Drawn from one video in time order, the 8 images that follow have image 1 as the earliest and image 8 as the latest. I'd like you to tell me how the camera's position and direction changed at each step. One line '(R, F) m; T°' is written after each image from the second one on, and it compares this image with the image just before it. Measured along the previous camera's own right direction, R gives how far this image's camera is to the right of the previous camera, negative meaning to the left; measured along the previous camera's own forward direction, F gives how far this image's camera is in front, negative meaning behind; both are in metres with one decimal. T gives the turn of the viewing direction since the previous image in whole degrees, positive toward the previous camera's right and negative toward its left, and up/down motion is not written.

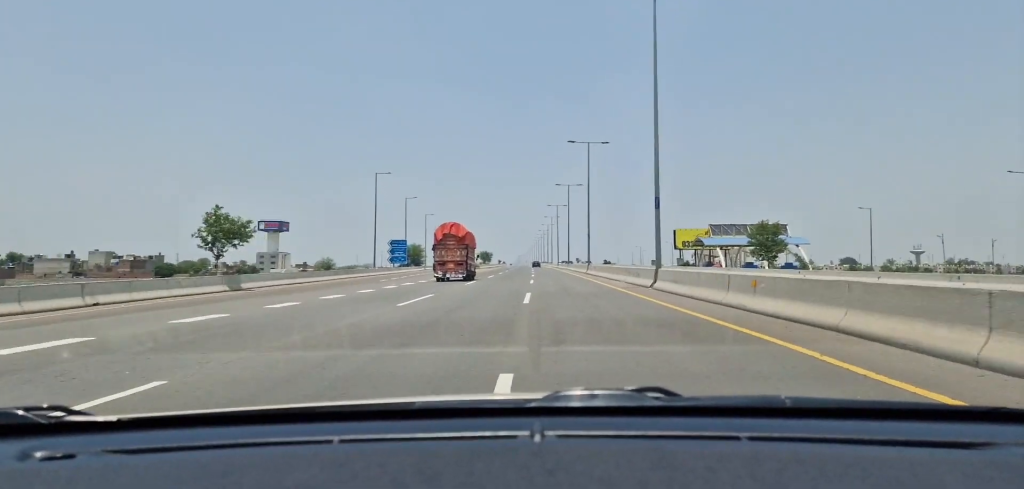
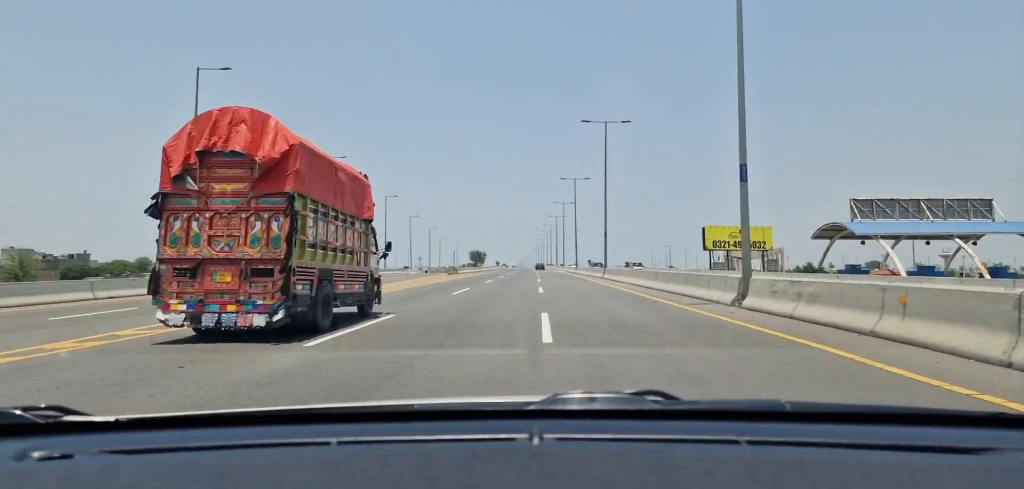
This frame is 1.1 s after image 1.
(-0.1, +46.0) m; 0°
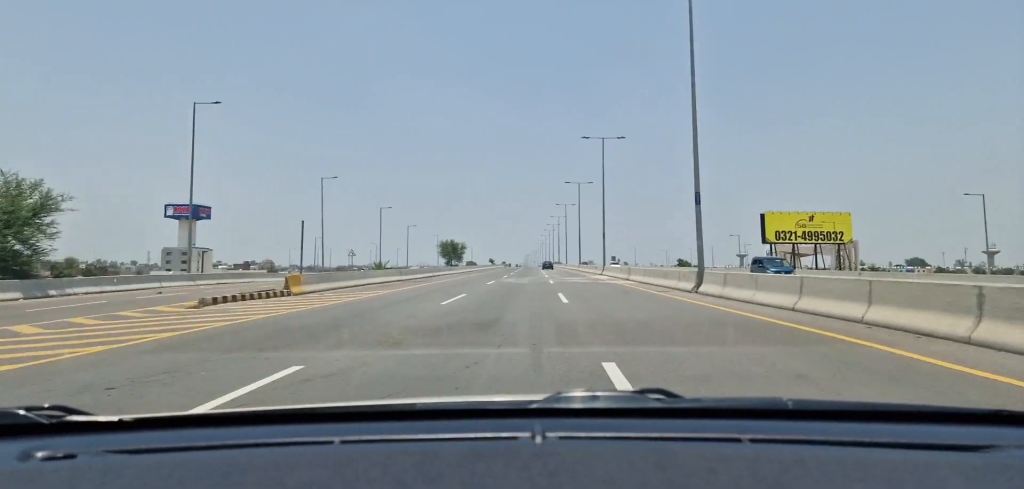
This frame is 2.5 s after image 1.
(-0.3, +61.7) m; -1°
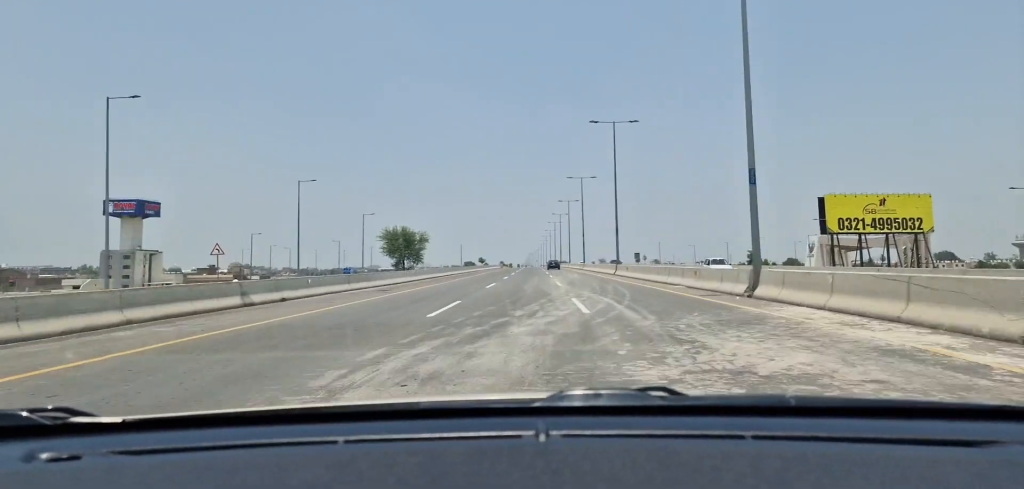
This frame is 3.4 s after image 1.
(-0.1, +40.6) m; 0°
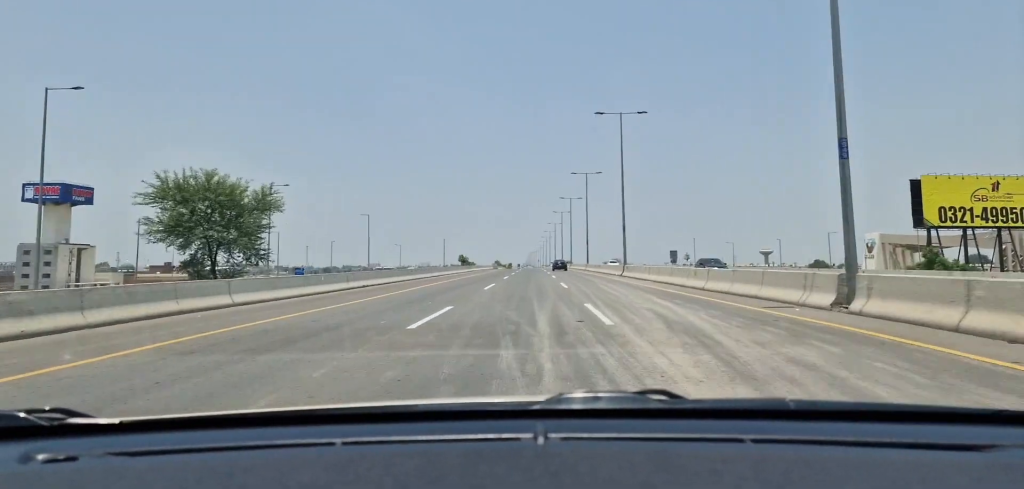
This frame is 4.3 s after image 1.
(0.0, +39.2) m; 0°
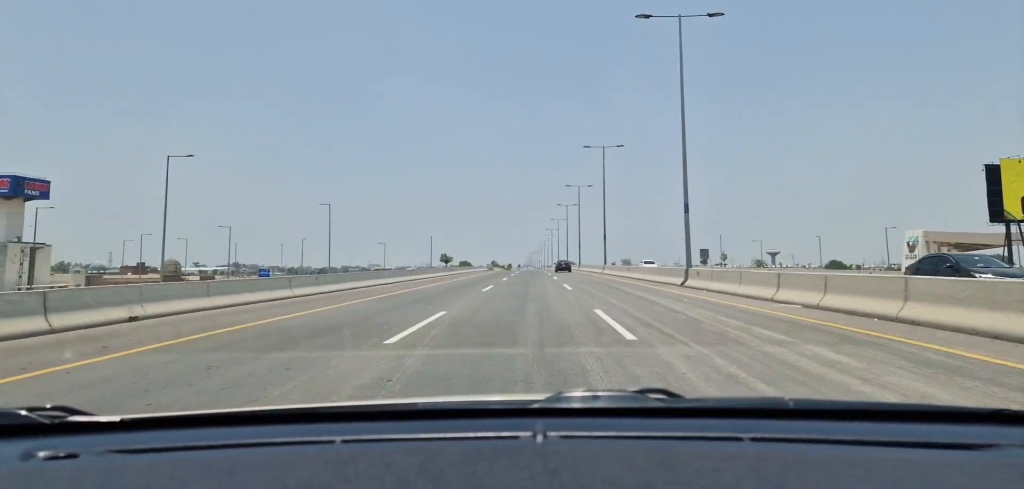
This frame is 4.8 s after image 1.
(-0.2, +20.3) m; 0°
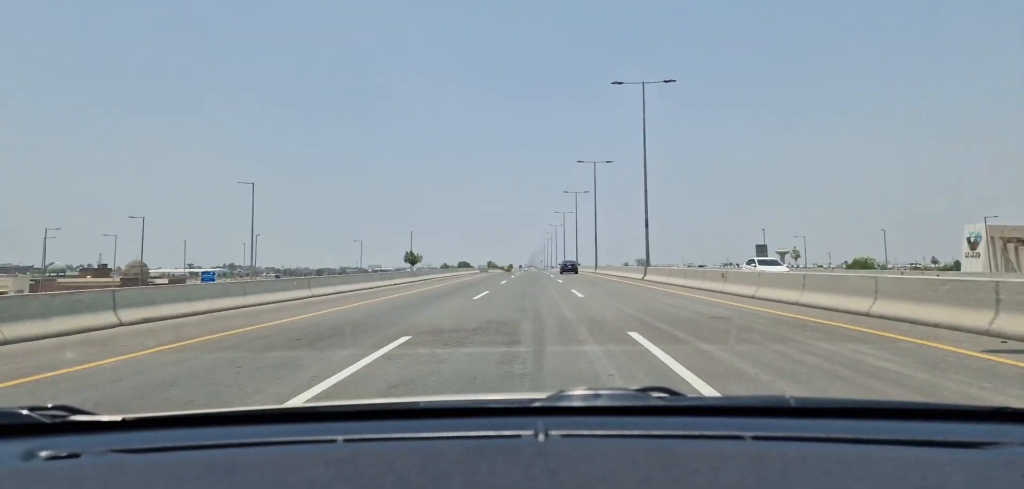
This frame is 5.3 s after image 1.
(+0.2, +24.0) m; 0°
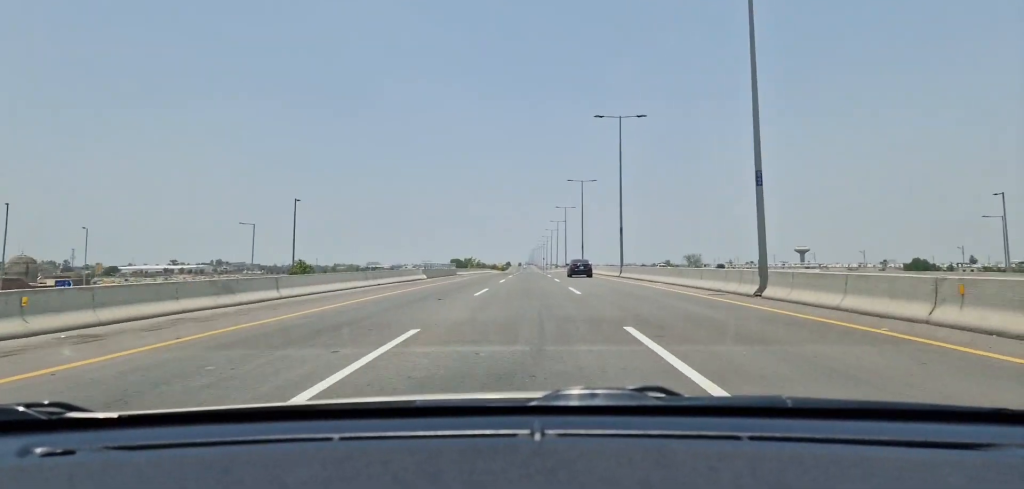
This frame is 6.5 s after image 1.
(-0.1, +53.1) m; -1°
